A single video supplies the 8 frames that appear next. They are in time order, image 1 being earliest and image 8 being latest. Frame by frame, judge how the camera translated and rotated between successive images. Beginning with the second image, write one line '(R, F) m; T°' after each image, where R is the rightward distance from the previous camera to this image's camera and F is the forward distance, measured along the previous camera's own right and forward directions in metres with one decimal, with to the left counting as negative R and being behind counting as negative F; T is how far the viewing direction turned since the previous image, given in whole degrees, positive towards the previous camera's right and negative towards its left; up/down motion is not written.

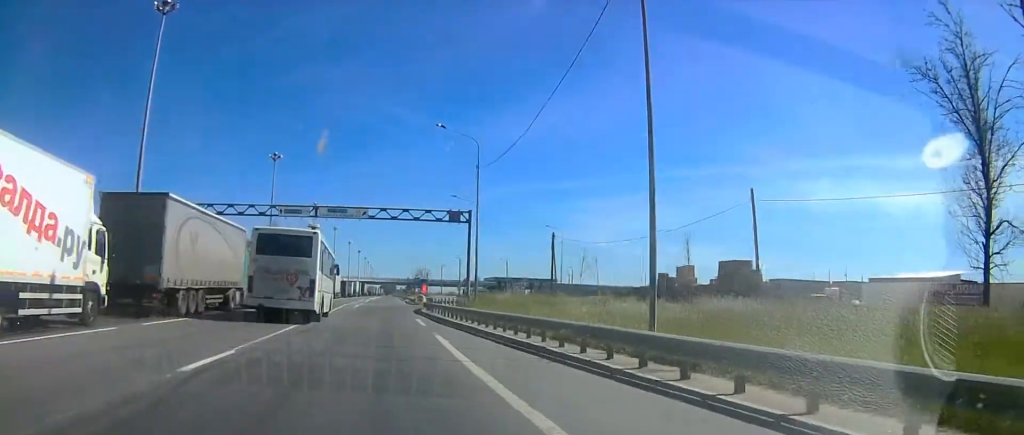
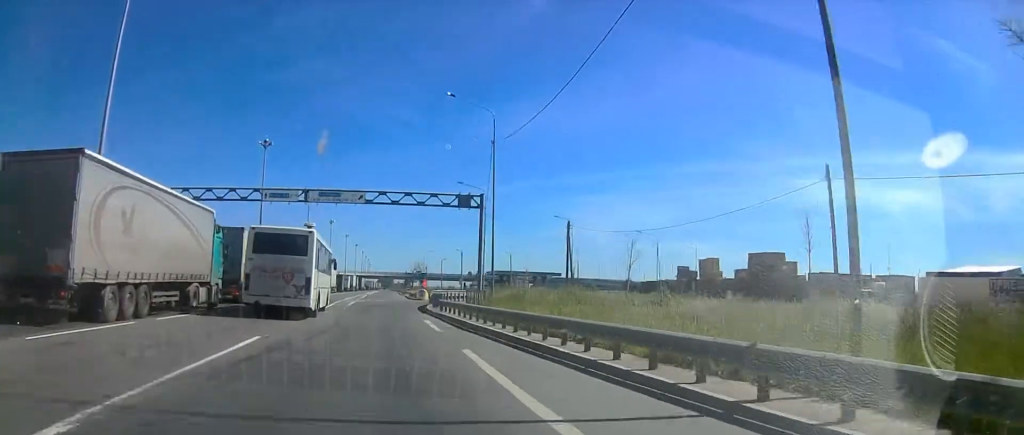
(+0.1, +6.9) m; 0°
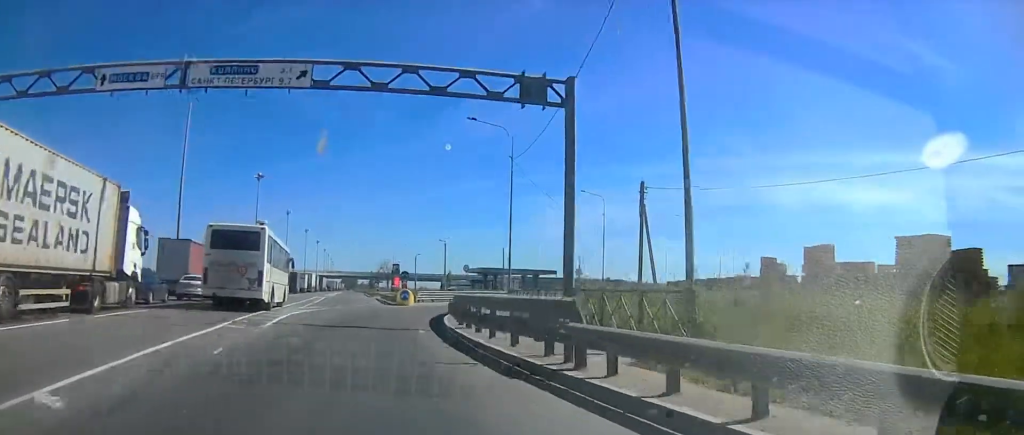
(+0.7, +24.7) m; +6°
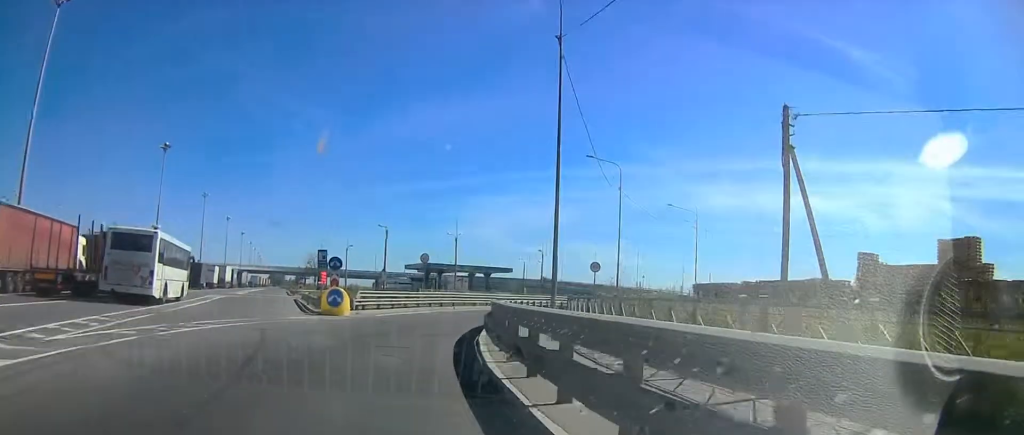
(+1.5, +19.1) m; +5°
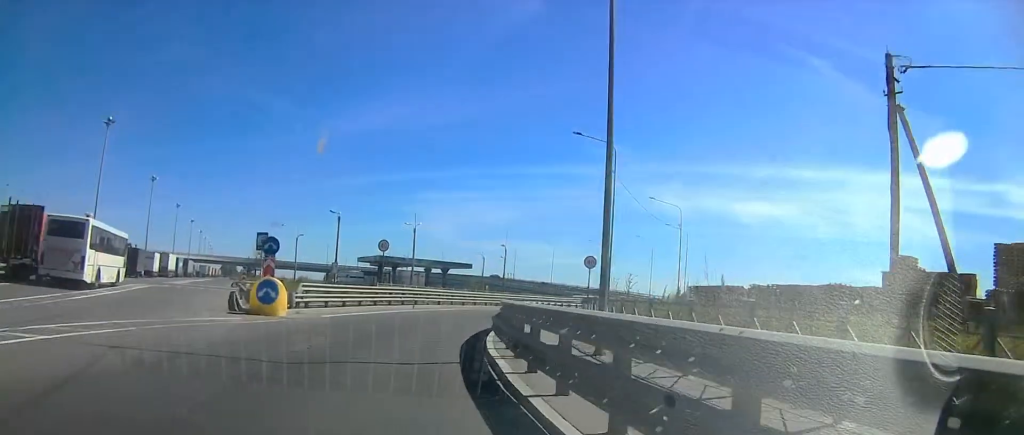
(+0.1, +6.8) m; 0°
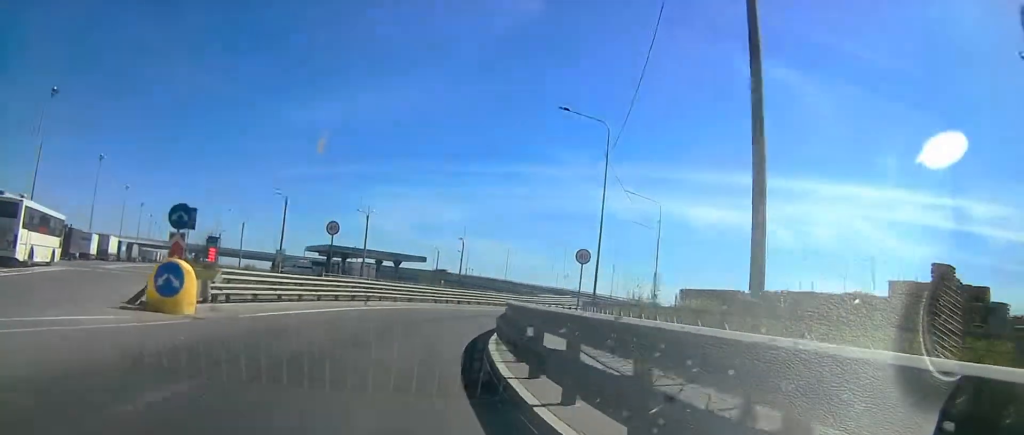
(0.0, +5.9) m; 0°
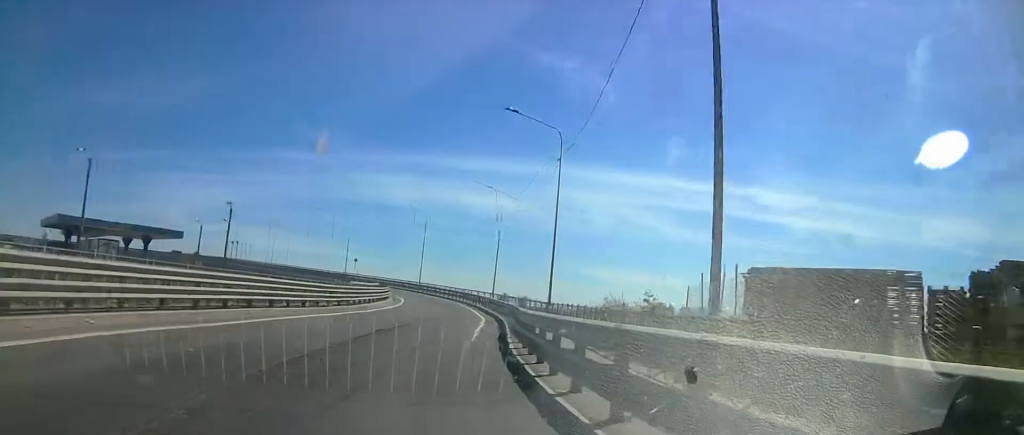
(+1.7, +27.7) m; +14°
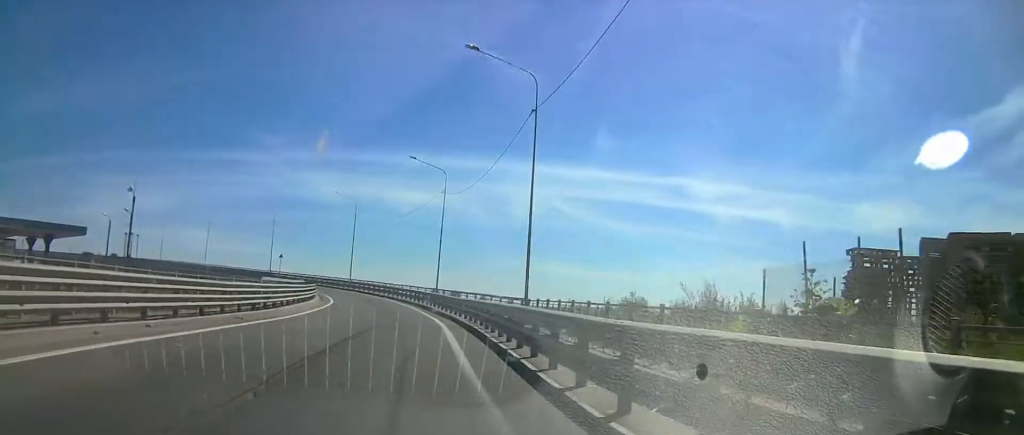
(+0.6, +10.7) m; +9°
